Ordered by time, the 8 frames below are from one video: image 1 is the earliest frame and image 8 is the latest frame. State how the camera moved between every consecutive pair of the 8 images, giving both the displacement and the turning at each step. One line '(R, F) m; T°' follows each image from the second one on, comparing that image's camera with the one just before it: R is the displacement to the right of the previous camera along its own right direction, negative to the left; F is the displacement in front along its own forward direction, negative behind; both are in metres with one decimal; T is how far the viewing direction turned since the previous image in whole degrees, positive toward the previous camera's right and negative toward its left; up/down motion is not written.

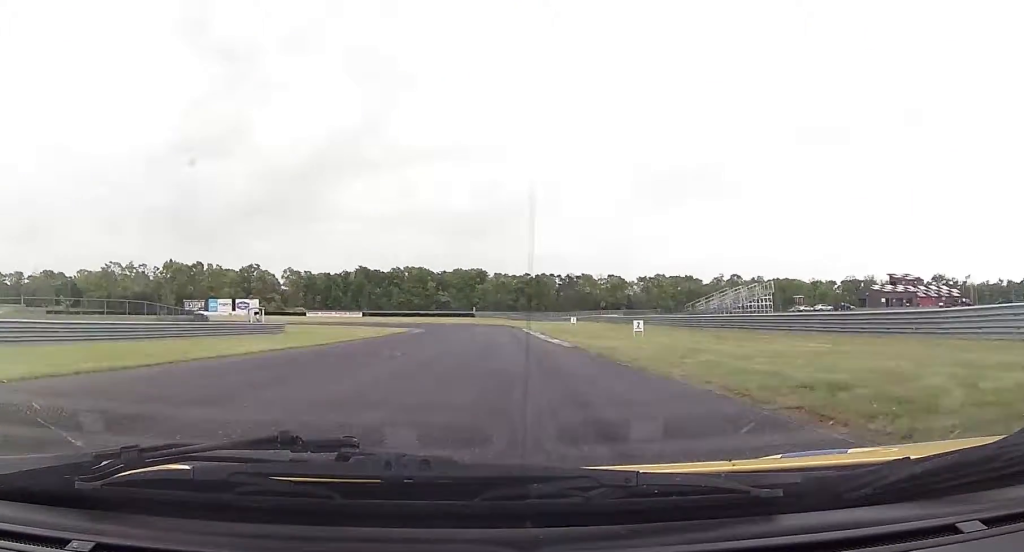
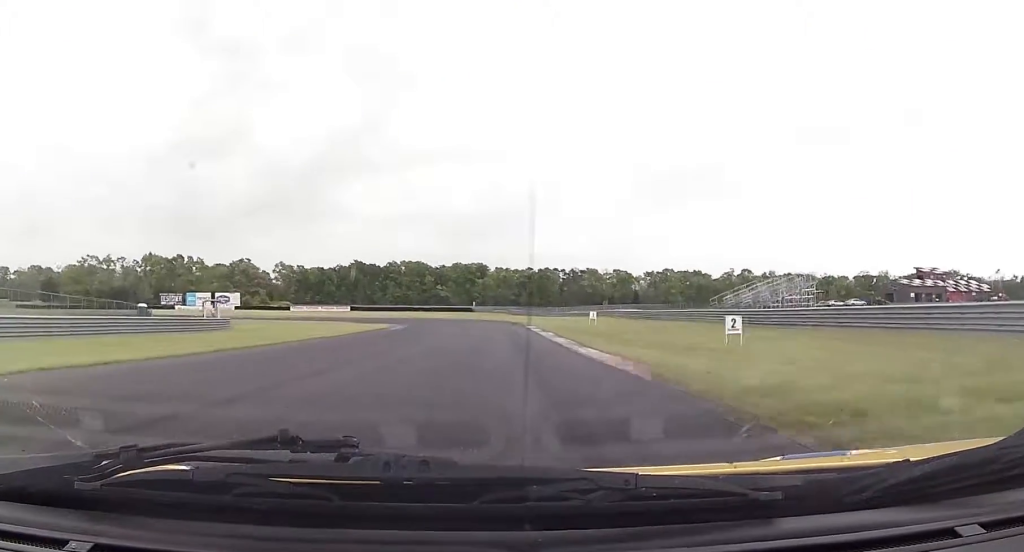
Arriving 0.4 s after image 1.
(0.0, +15.8) m; 0°
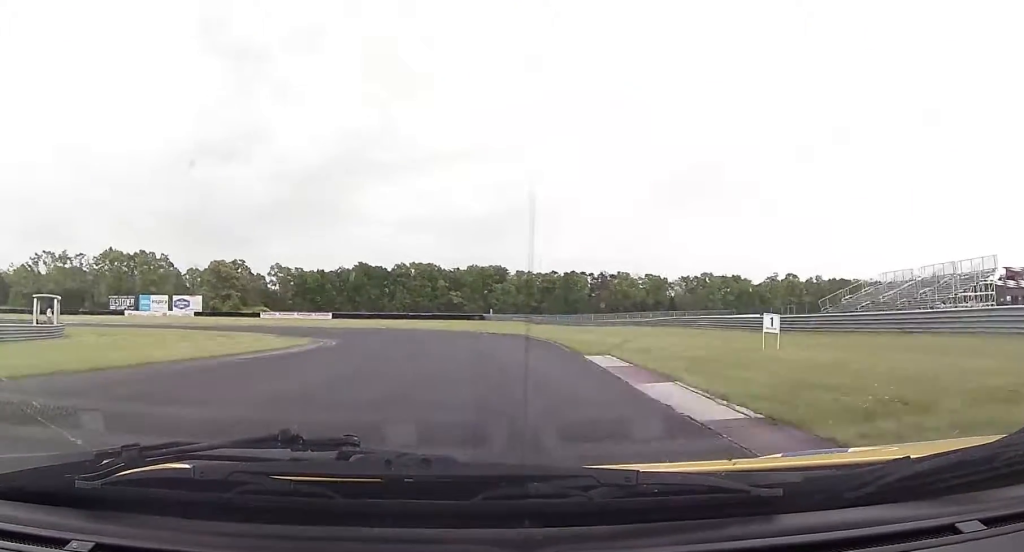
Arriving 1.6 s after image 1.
(-0.6, +33.5) m; -3°
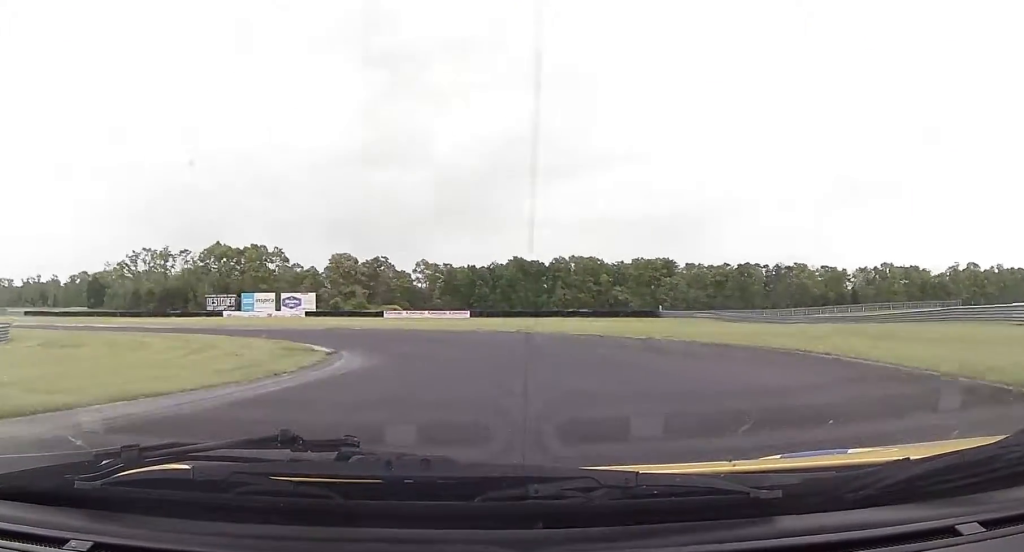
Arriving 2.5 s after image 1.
(-0.8, +23.9) m; -9°
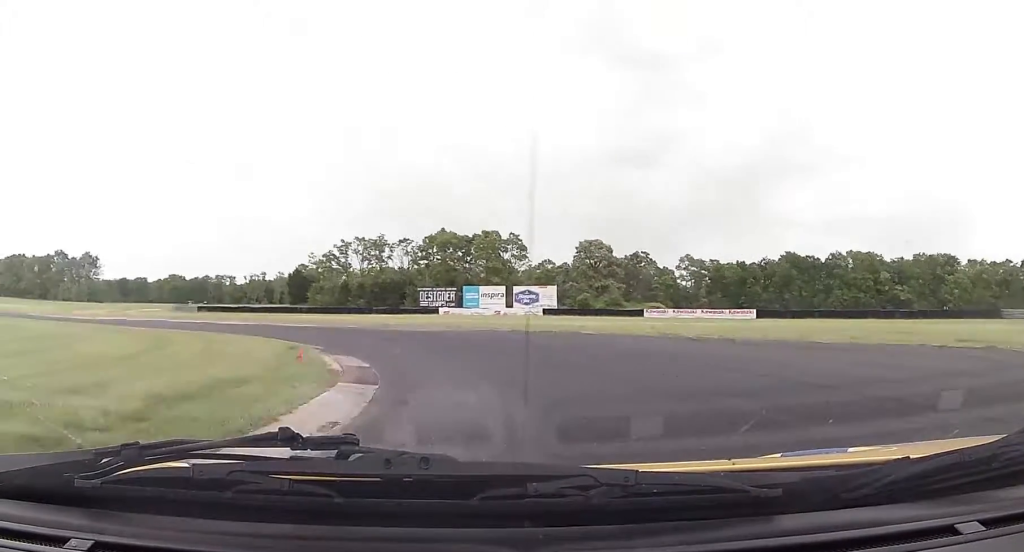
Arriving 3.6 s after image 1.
(-3.1, +23.6) m; -20°
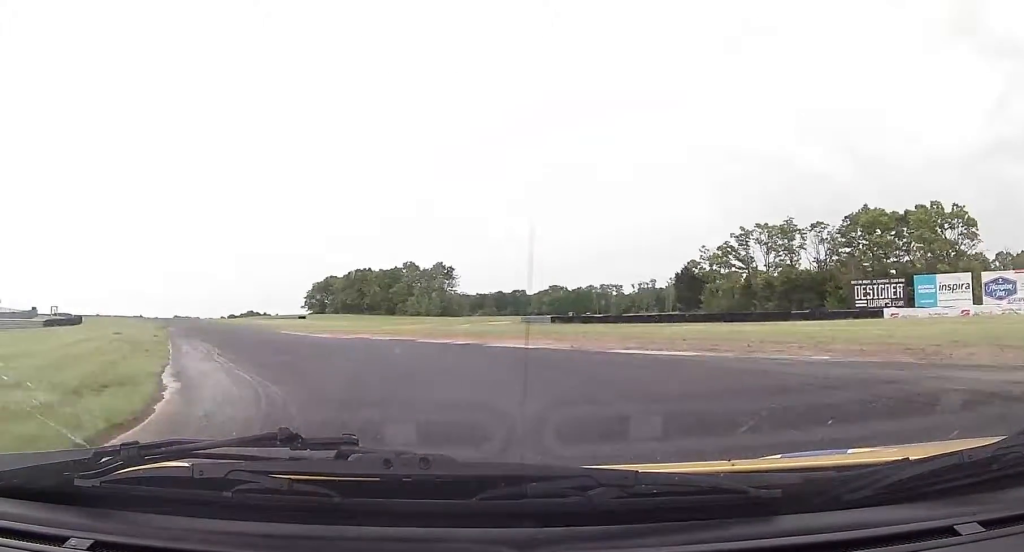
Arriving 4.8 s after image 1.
(-7.9, +27.6) m; -30°
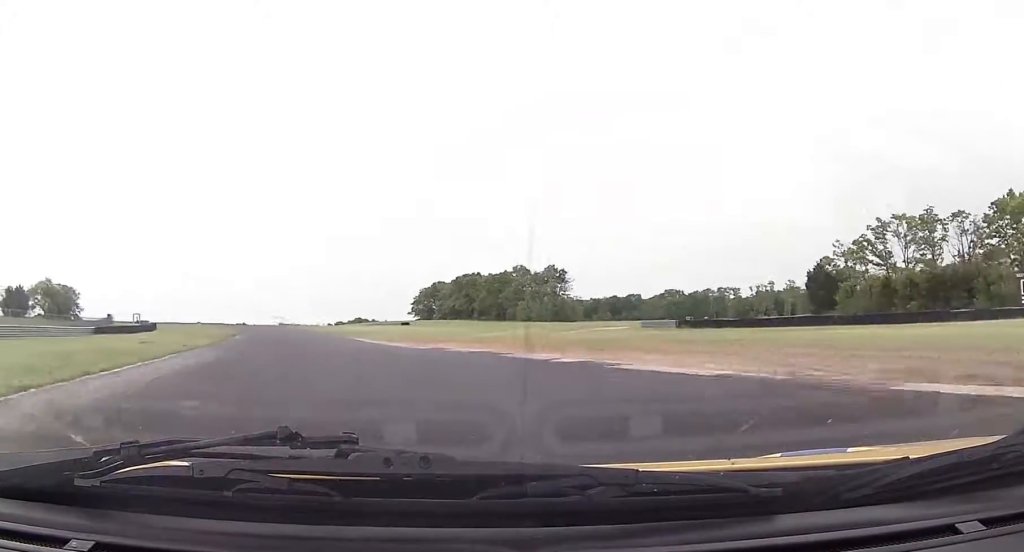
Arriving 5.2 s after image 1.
(-0.5, +10.5) m; -10°
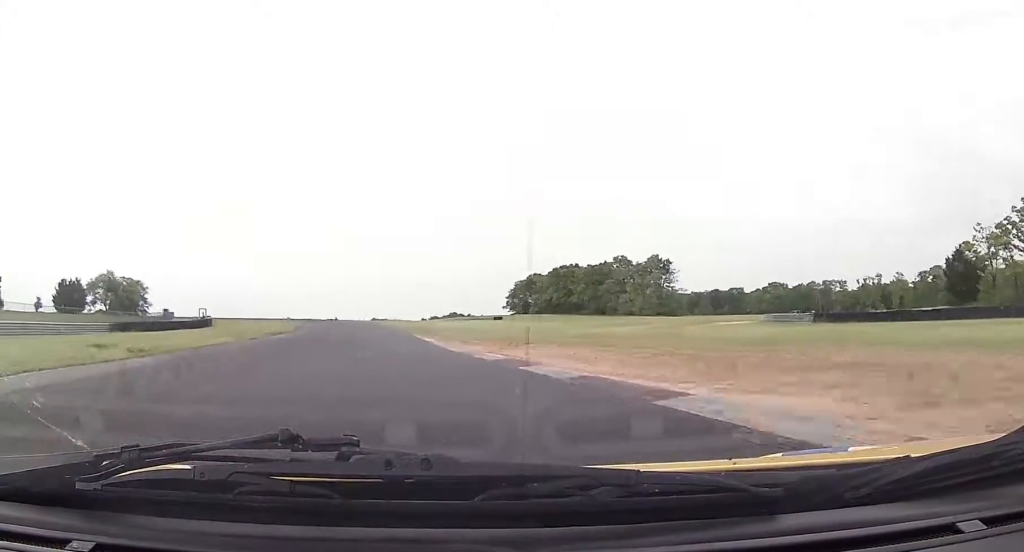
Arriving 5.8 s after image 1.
(-1.9, +13.4) m; -10°
